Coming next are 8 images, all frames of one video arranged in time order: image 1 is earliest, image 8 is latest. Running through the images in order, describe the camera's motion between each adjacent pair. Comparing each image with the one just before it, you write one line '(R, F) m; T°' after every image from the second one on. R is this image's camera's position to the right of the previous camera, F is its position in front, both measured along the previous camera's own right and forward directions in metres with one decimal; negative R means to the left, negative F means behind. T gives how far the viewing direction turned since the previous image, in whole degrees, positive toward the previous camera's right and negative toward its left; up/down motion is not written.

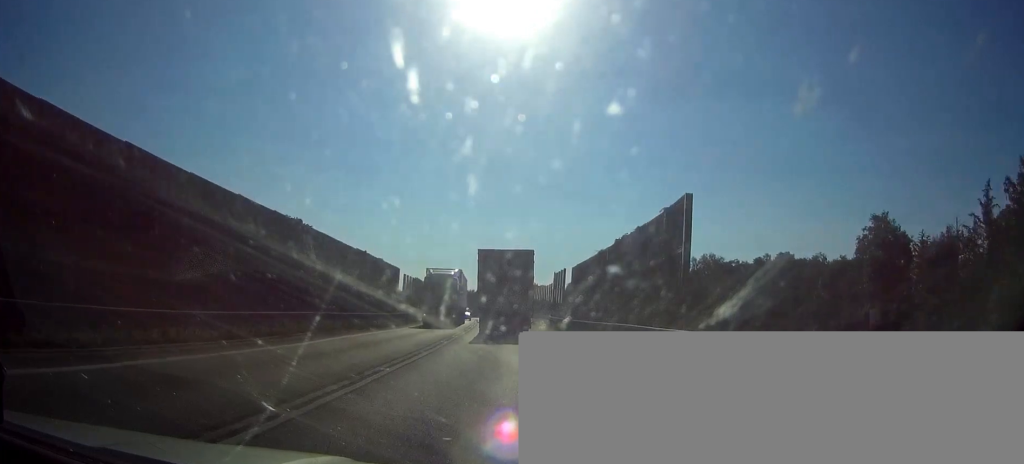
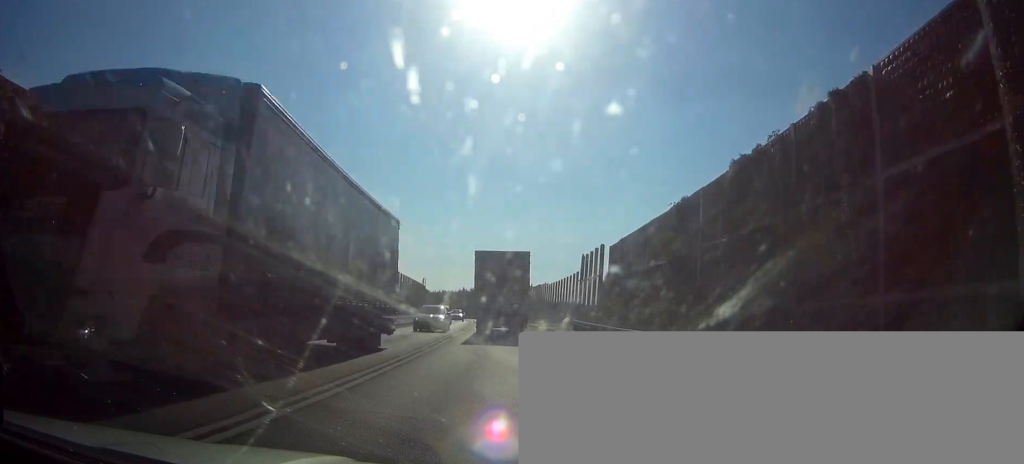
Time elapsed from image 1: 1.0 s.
(0.0, +22.3) m; -1°
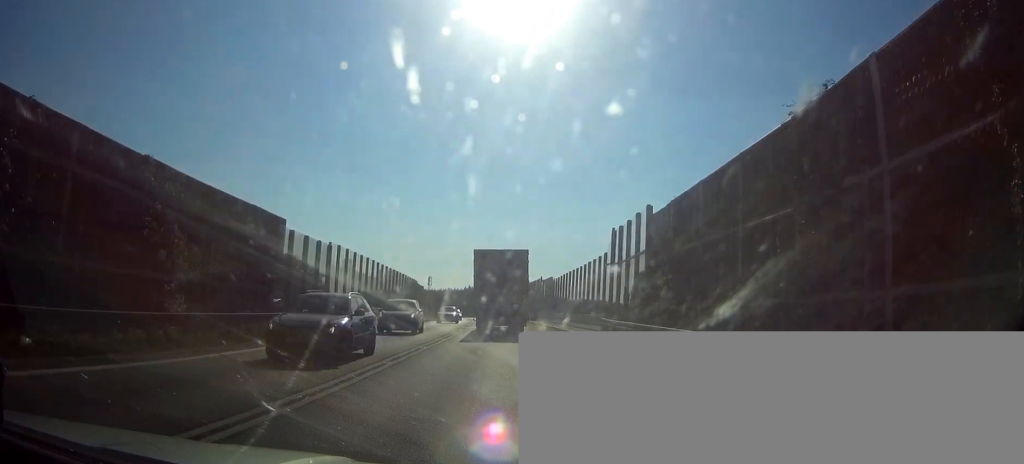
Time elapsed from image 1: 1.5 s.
(-0.1, +12.4) m; -1°
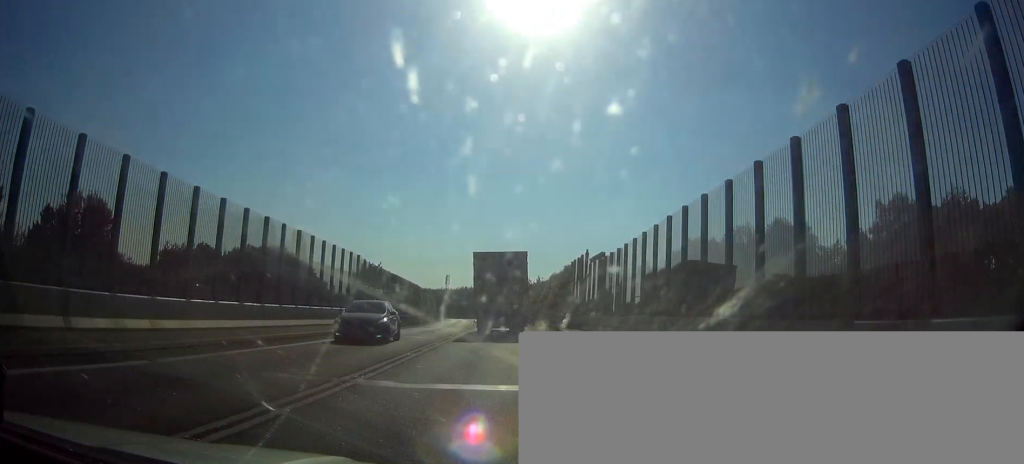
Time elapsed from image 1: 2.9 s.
(-0.4, +33.4) m; -1°
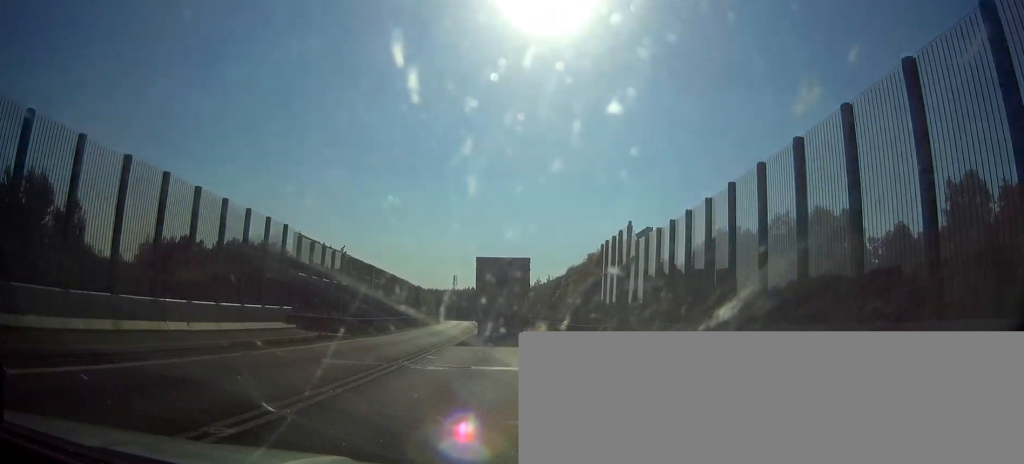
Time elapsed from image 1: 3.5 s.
(-0.1, +14.1) m; -1°
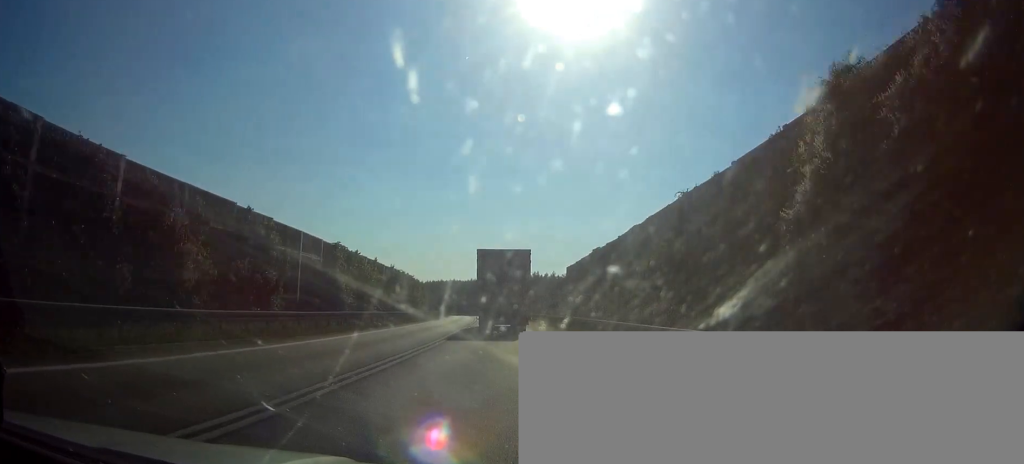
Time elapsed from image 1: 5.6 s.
(-1.2, +48.8) m; -3°
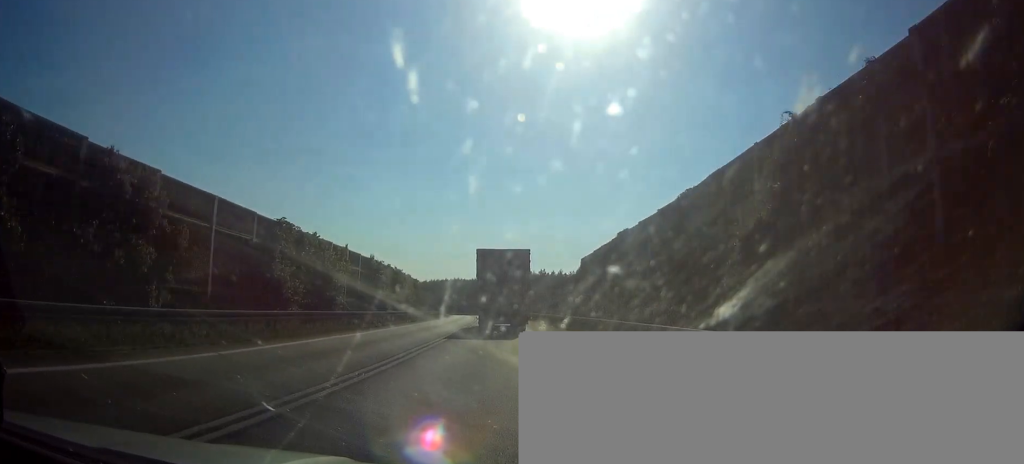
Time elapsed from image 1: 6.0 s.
(0.0, +10.2) m; 0°
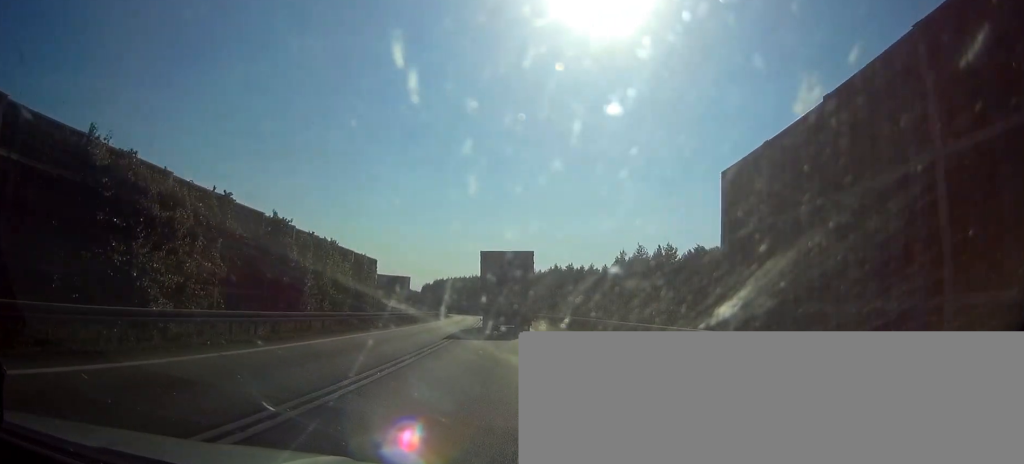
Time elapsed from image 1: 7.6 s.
(-0.6, +36.4) m; -2°
